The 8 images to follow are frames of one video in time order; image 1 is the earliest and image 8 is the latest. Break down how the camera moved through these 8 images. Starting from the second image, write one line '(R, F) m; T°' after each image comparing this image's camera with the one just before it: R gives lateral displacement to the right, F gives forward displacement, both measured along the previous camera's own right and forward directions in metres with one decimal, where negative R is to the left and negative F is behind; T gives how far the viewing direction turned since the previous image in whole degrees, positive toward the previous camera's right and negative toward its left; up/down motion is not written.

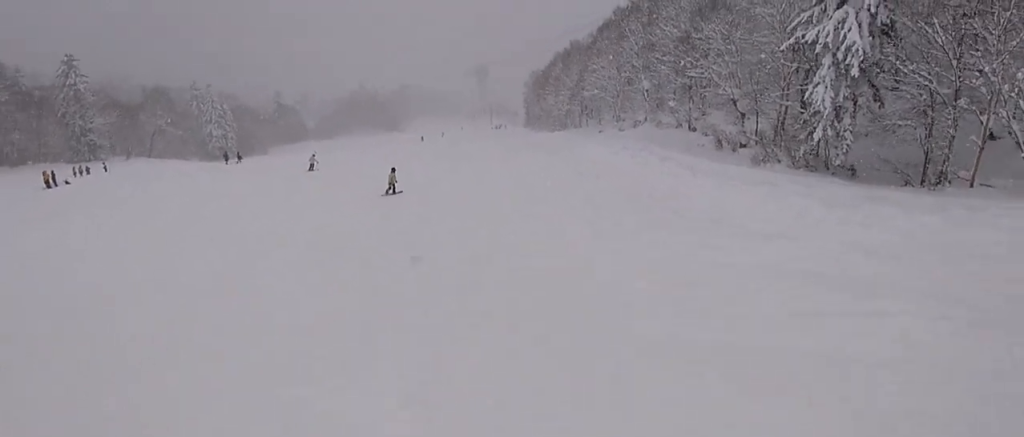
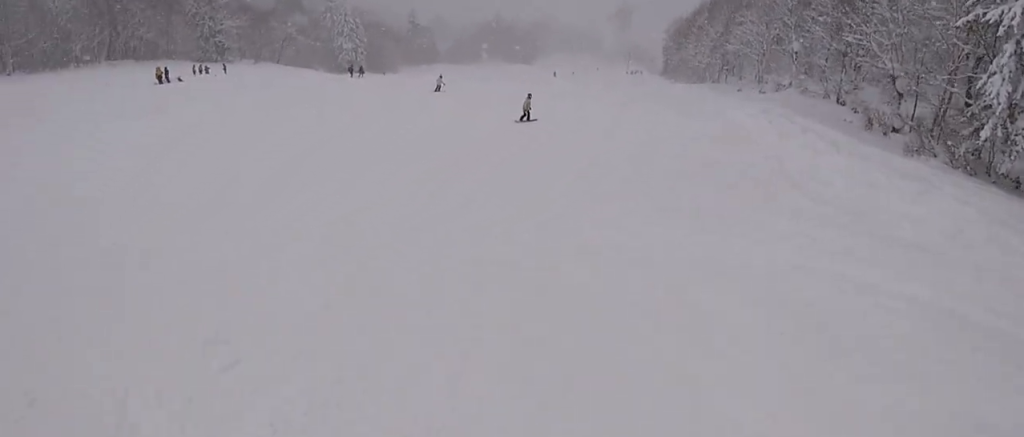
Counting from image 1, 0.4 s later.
(0.0, +2.9) m; -7°
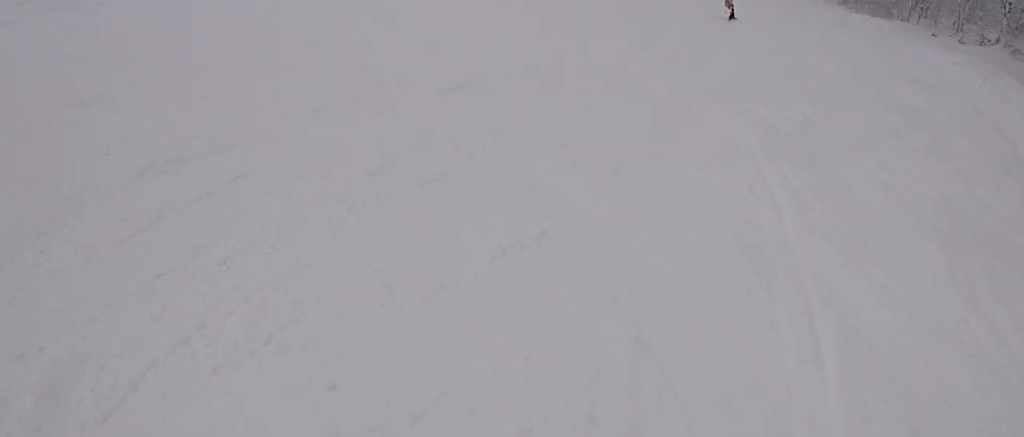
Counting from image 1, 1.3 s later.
(-0.9, +5.8) m; -11°
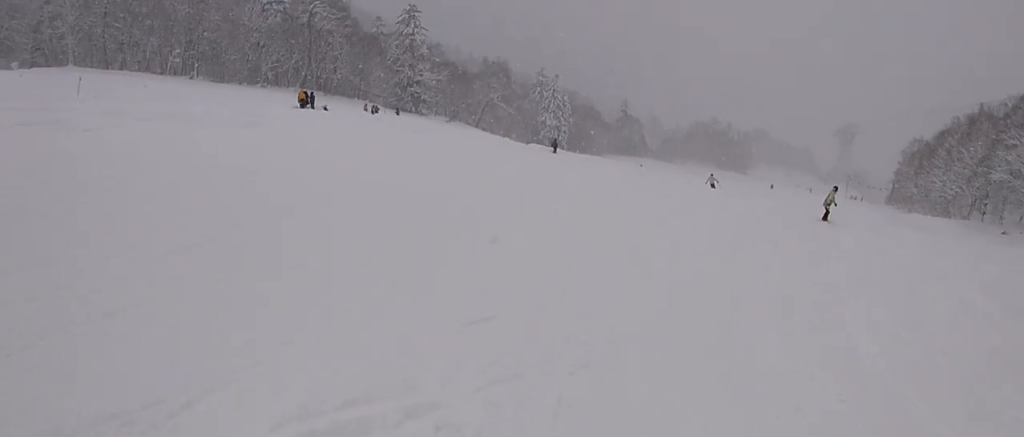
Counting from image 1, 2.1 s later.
(-0.5, +5.7) m; -1°
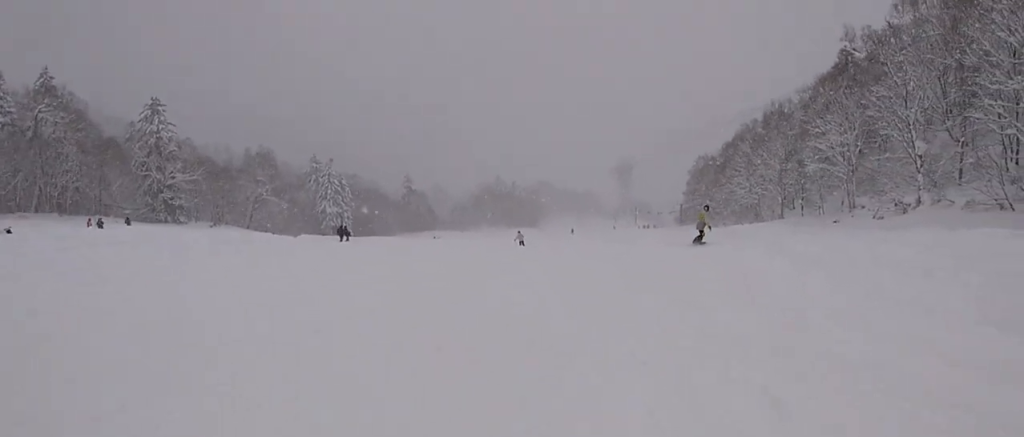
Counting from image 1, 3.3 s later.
(+0.8, +8.6) m; +12°
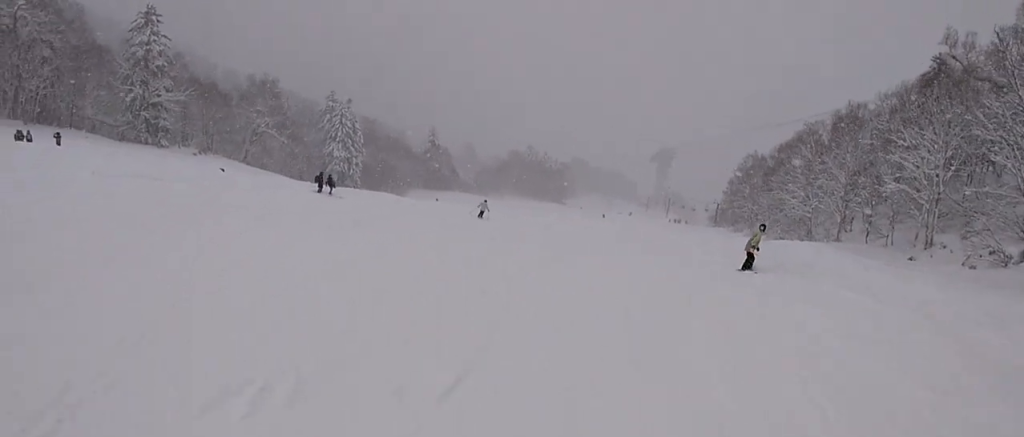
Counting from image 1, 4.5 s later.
(+0.9, +9.4) m; -2°
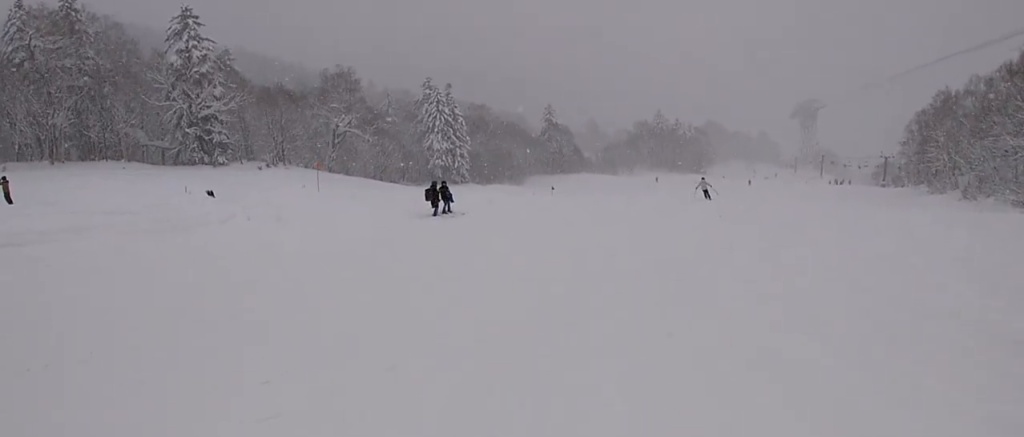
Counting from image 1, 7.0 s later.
(-3.6, +17.2) m; -11°
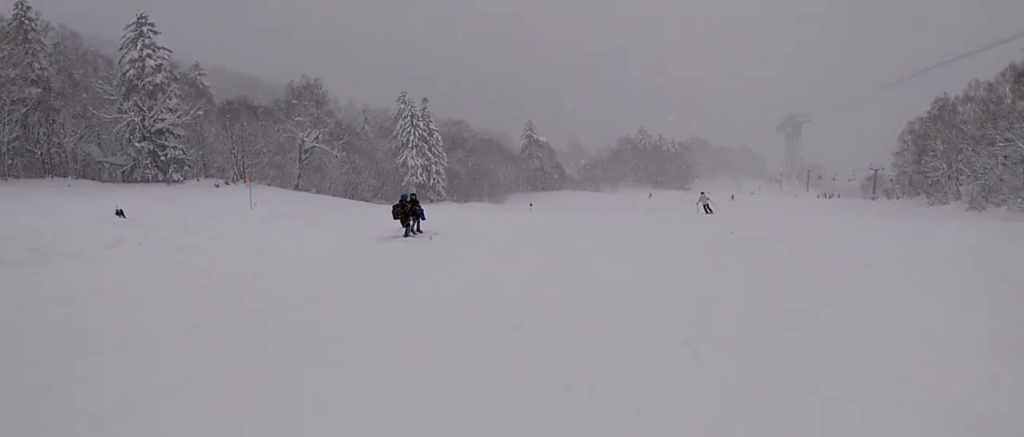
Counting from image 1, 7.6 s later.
(-0.2, +4.6) m; +8°
